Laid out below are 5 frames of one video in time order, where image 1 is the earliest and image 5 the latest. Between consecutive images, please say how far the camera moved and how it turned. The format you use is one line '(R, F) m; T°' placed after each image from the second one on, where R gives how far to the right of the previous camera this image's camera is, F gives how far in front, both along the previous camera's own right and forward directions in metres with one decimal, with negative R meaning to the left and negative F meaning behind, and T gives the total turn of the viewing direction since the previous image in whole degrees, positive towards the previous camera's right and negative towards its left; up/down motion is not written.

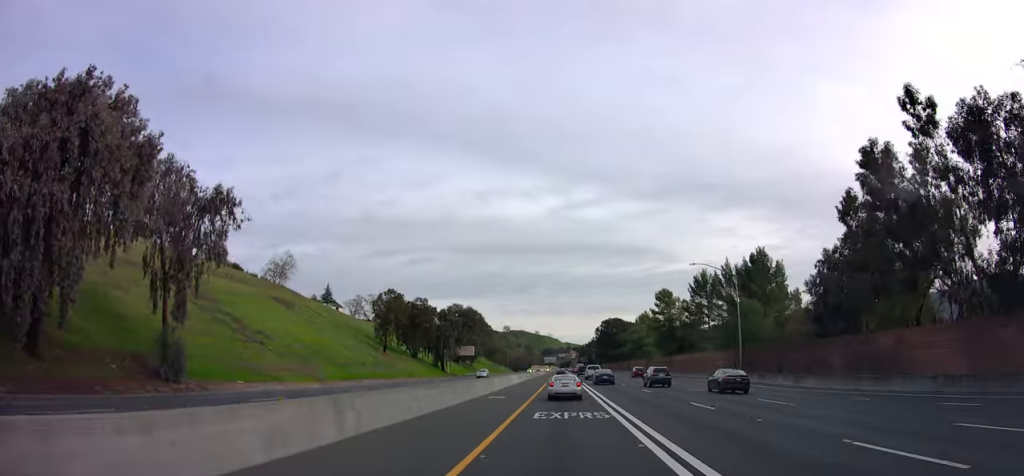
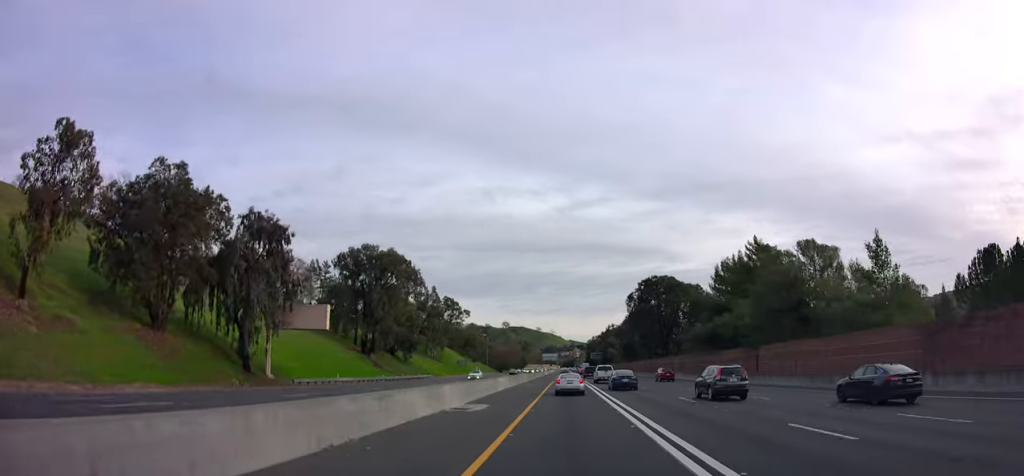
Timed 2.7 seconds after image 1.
(+0.7, +98.0) m; 0°
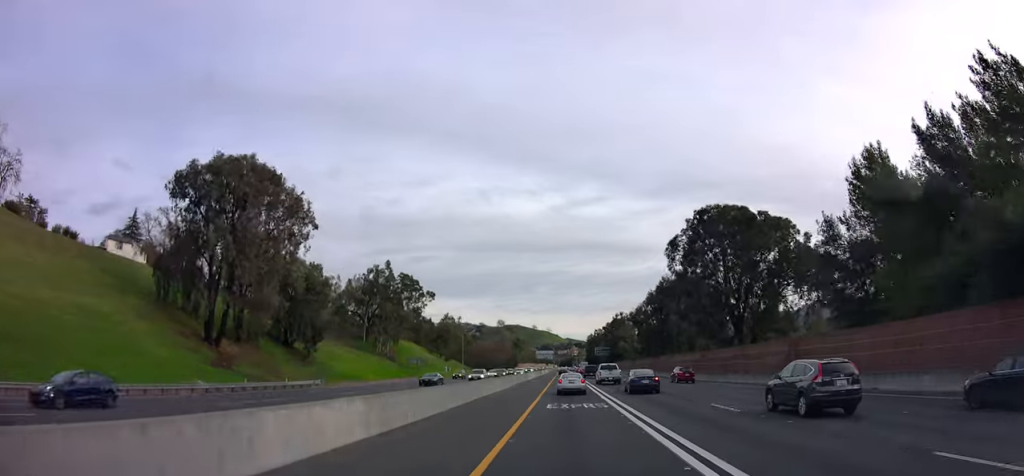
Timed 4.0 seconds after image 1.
(-0.1, +50.0) m; 0°
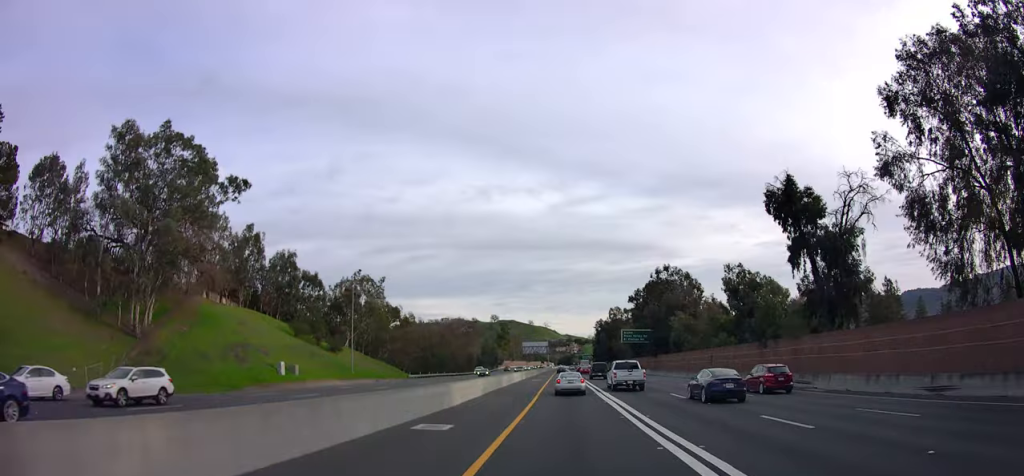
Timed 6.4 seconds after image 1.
(-0.1, +91.1) m; 0°
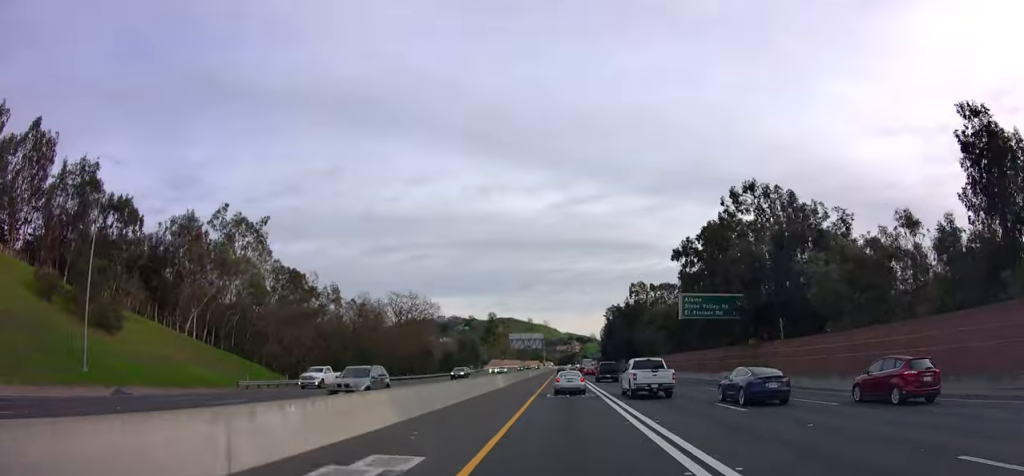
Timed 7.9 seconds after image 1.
(+0.1, +54.4) m; 0°
